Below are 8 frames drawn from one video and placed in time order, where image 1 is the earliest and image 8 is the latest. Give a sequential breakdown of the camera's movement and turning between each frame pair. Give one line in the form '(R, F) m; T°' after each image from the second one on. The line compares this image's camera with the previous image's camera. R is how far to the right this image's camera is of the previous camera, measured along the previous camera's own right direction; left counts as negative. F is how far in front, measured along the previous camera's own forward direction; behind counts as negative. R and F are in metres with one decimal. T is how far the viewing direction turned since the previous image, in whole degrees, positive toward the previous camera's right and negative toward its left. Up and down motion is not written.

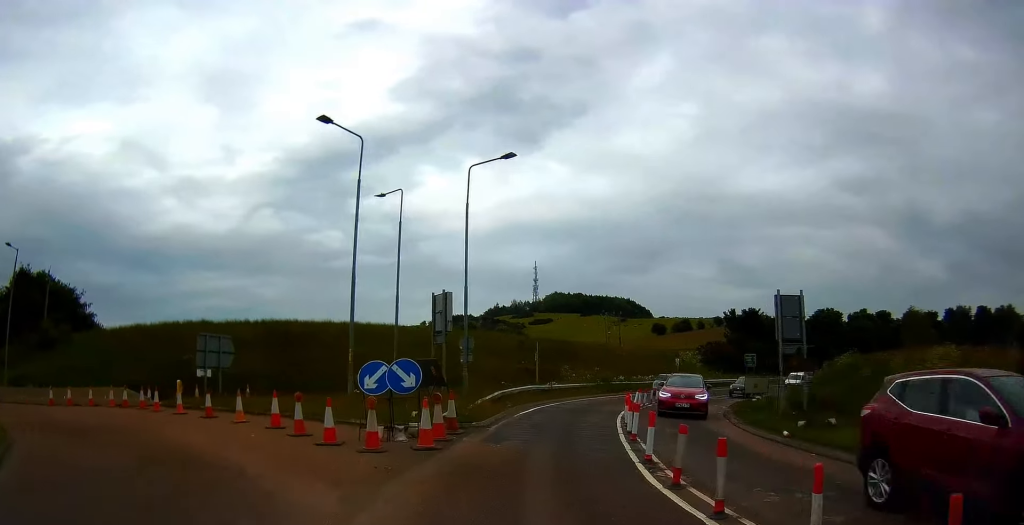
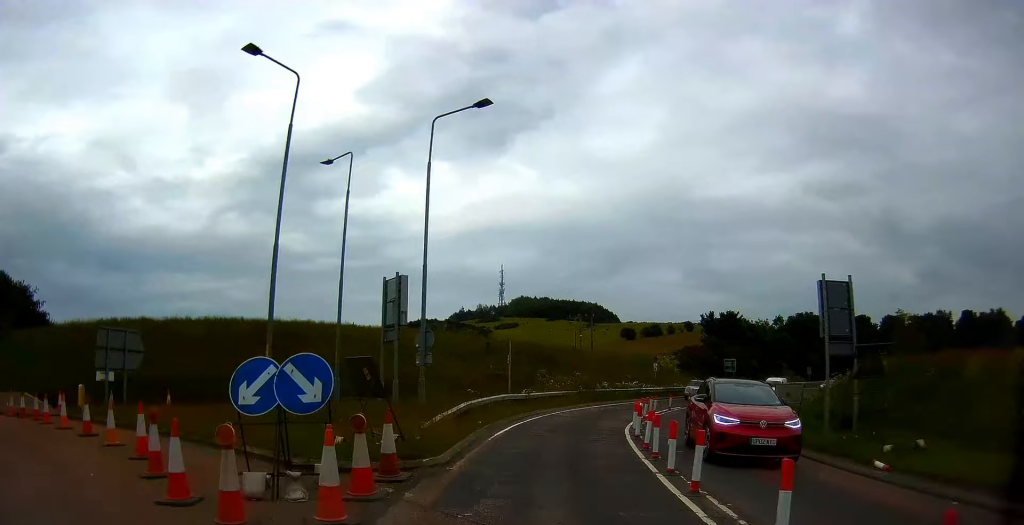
(-0.3, +5.2) m; -3°
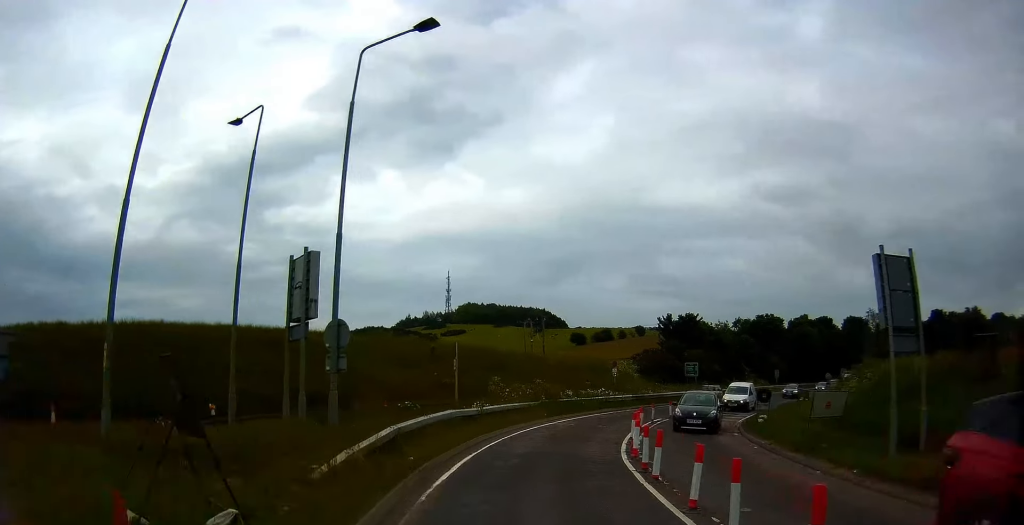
(+0.3, +5.3) m; +1°
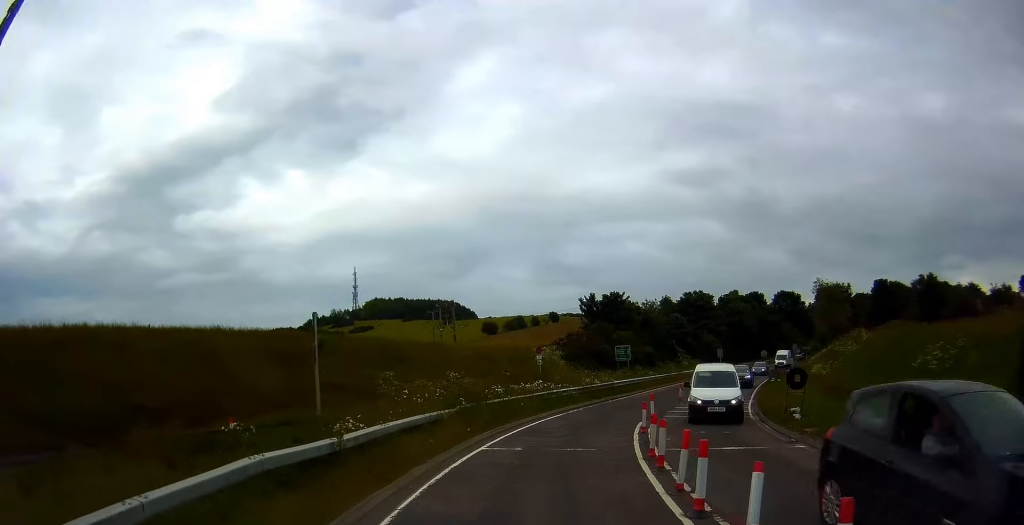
(+0.1, +9.3) m; +10°
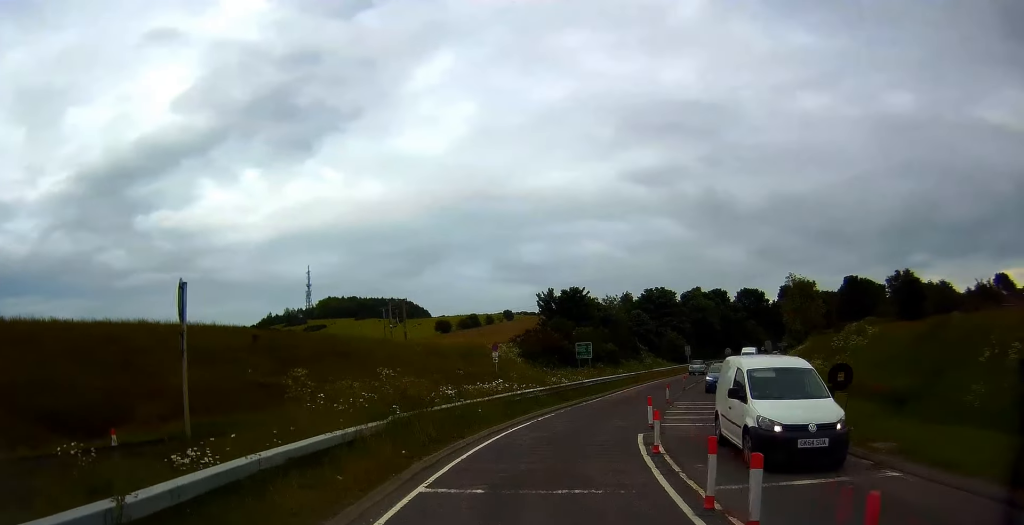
(+0.6, +4.7) m; +8°
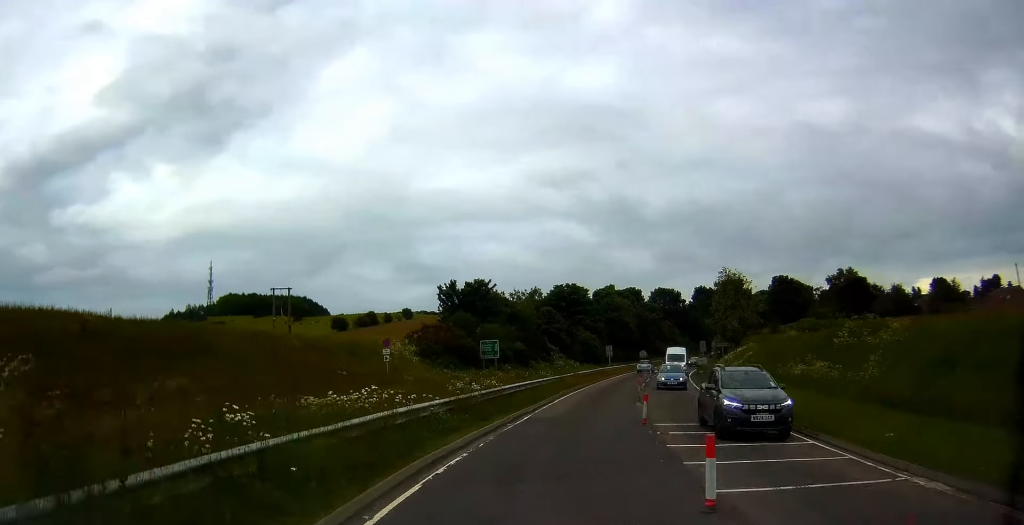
(+0.7, +8.2) m; +7°
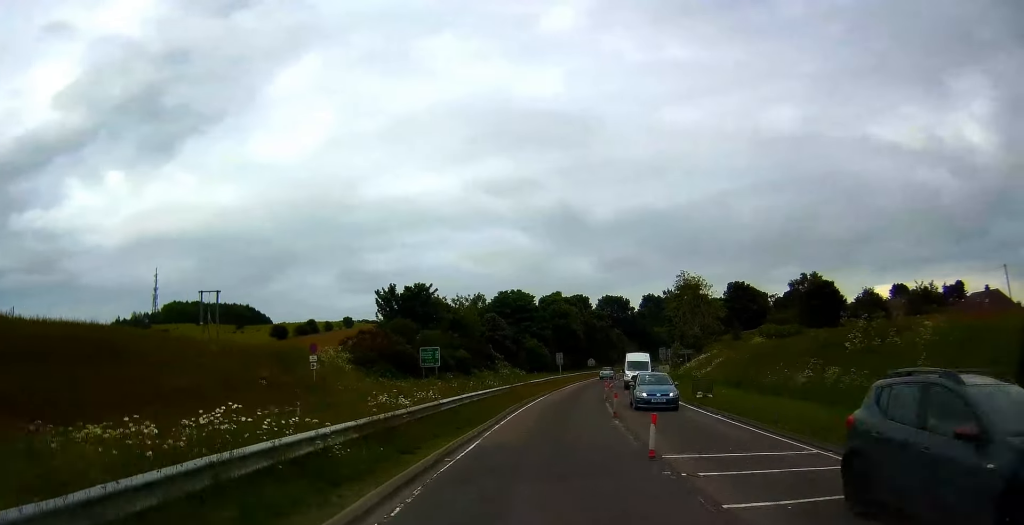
(+0.1, +5.0) m; +4°
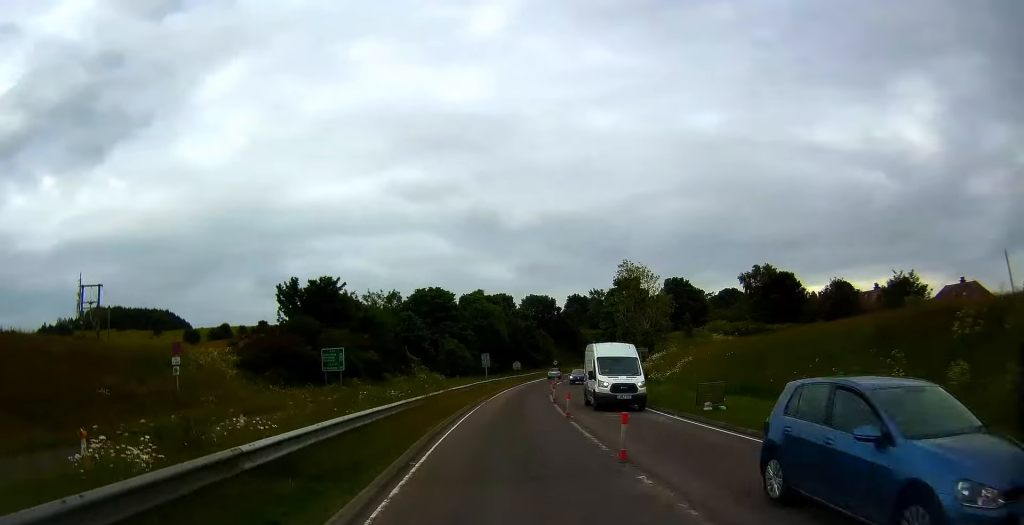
(+0.5, +8.9) m; +8°
